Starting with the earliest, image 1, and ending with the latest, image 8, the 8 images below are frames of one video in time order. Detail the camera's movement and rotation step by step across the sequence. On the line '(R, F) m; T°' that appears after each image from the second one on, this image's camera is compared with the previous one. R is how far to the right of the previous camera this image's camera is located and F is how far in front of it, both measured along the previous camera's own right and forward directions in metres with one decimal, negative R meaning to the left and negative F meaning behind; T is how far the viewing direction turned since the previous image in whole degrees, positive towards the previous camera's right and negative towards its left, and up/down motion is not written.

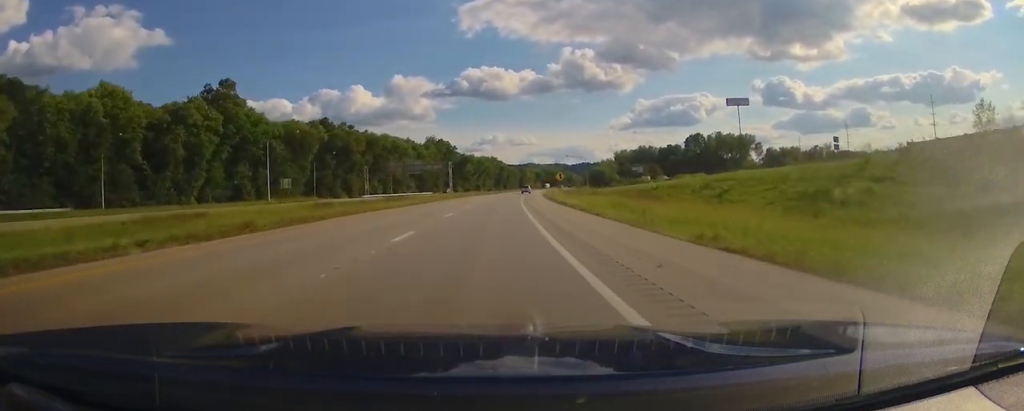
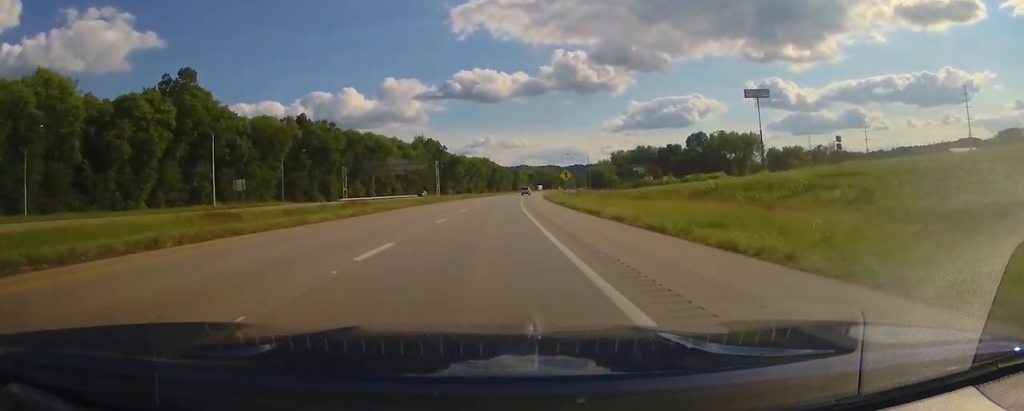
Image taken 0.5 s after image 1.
(0.0, +15.7) m; +1°
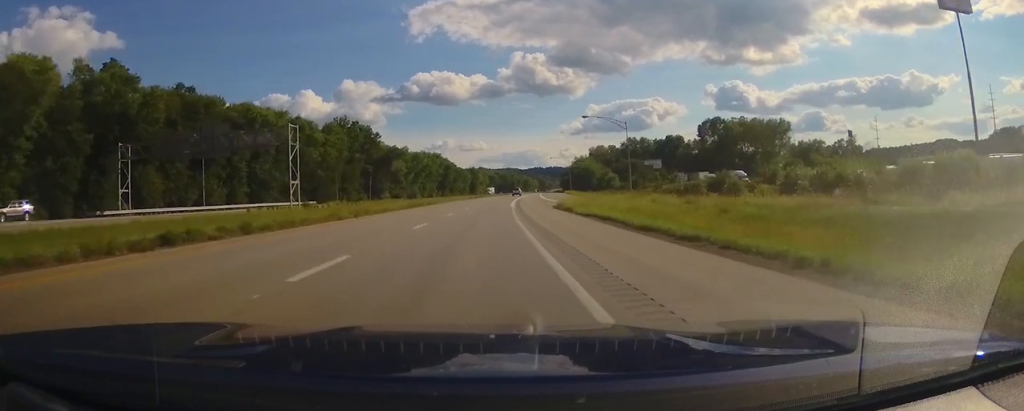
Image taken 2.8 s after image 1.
(+3.3, +75.3) m; +5°
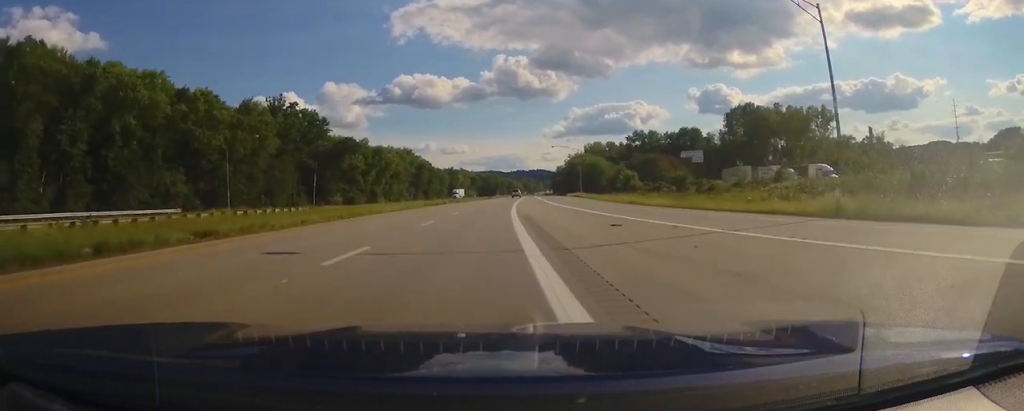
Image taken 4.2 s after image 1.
(+1.1, +46.7) m; +2°
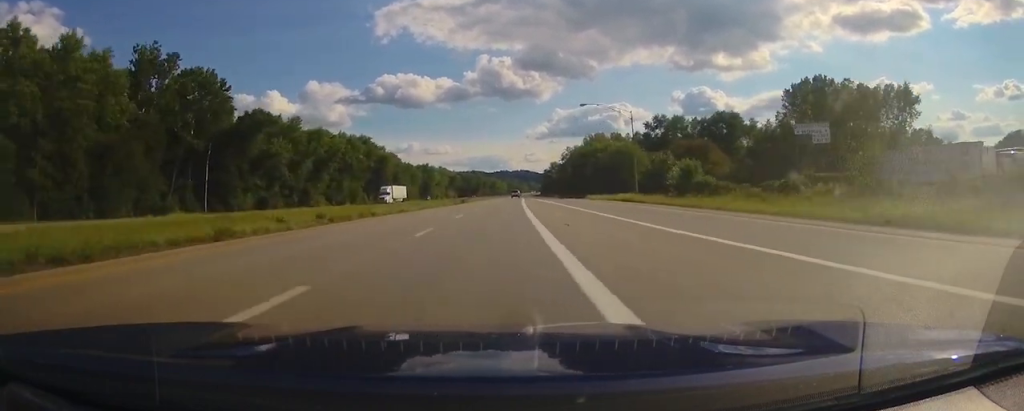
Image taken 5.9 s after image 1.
(+0.1, +54.4) m; +1°
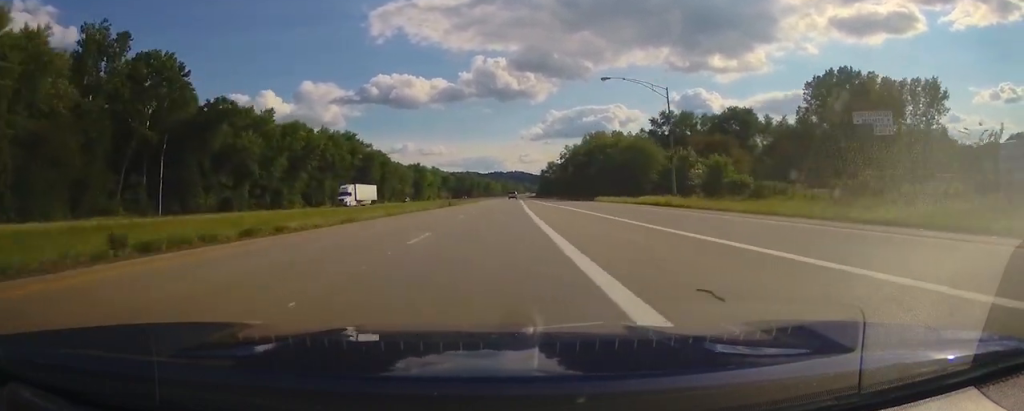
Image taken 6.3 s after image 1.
(-0.2, +14.2) m; 0°
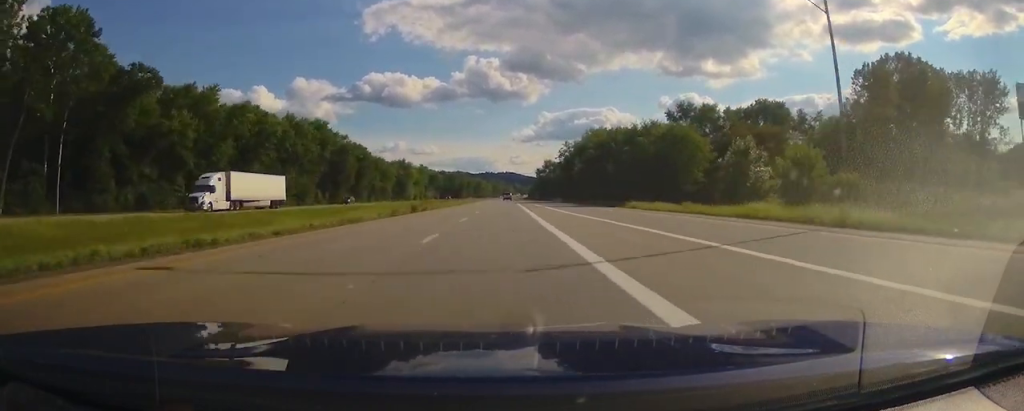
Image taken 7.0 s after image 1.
(+0.4, +24.2) m; +1°
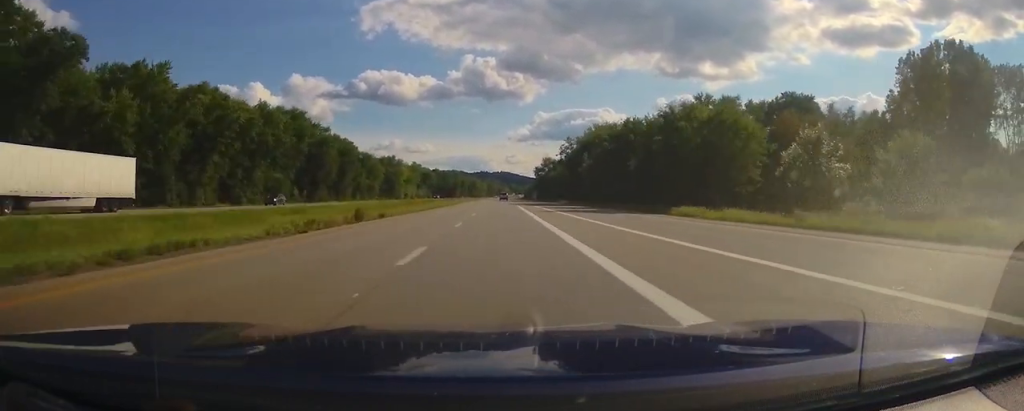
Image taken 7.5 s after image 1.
(+0.1, +16.6) m; +1°
